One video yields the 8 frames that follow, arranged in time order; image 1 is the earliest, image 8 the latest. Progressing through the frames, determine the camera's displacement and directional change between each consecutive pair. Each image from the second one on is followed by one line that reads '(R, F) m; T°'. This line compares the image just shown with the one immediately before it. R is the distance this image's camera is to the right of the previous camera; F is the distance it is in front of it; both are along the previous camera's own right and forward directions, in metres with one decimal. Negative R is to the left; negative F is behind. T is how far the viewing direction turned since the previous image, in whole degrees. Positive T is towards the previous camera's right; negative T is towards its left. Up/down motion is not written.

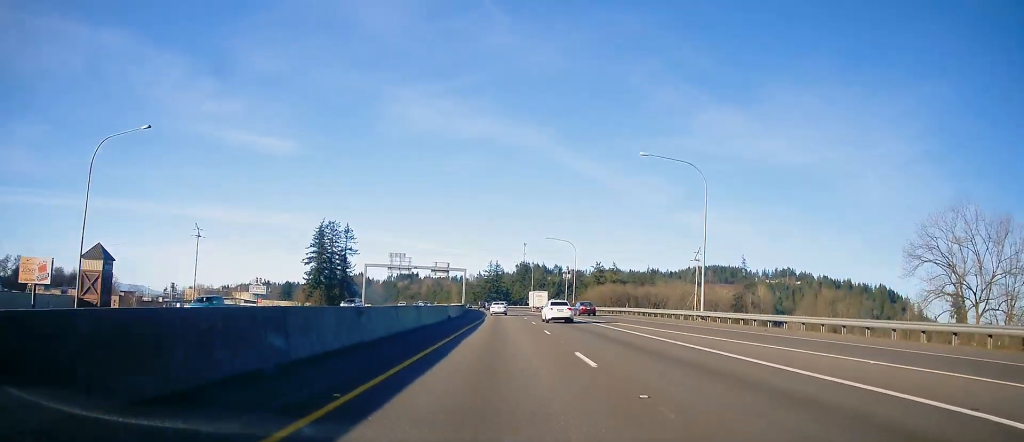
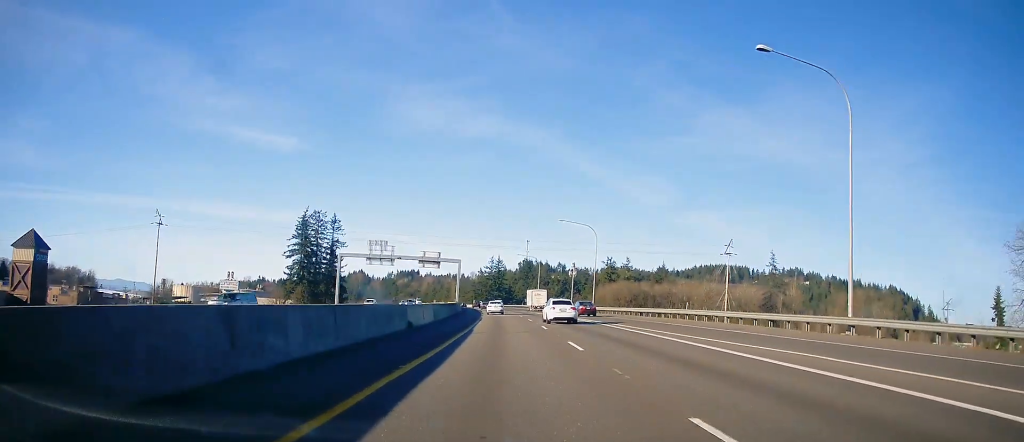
(-0.1, +20.9) m; 0°
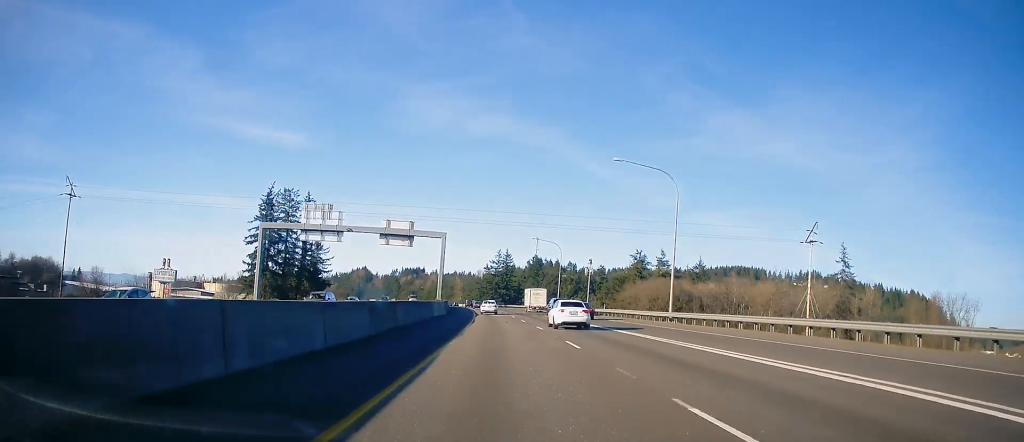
(-0.1, +36.5) m; -1°
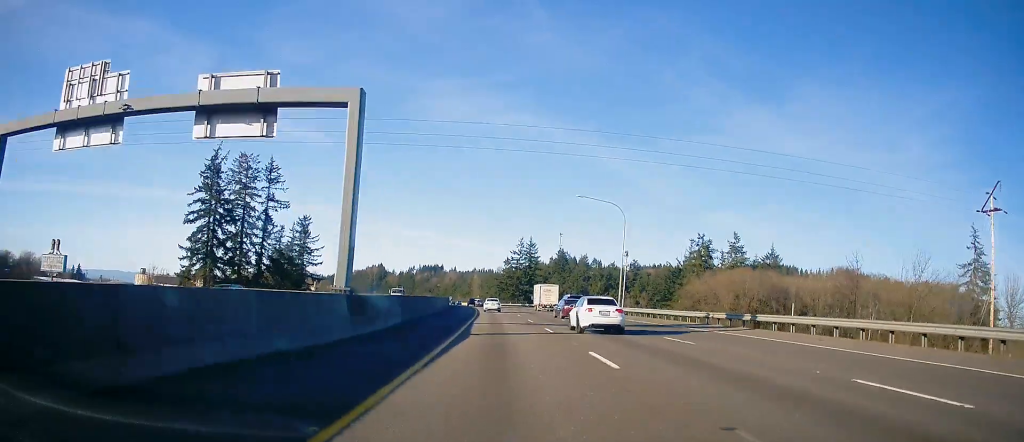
(-0.4, +42.1) m; -2°
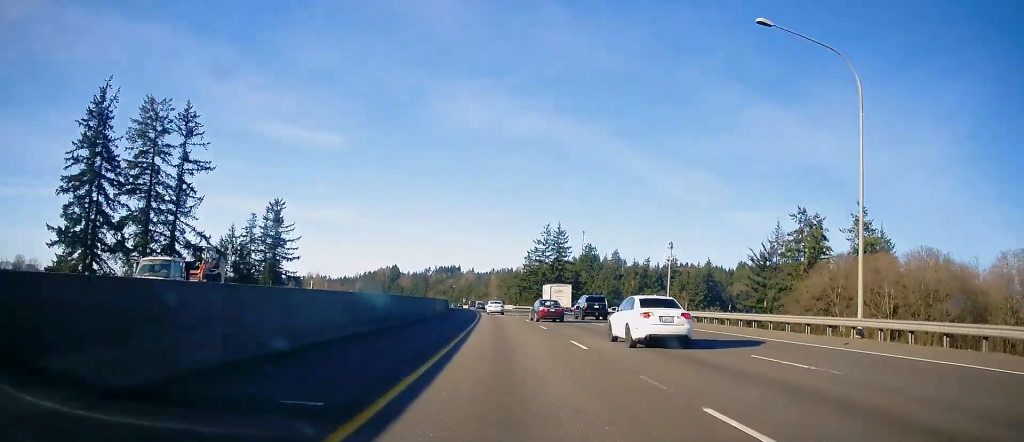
(-1.3, +44.4) m; -2°
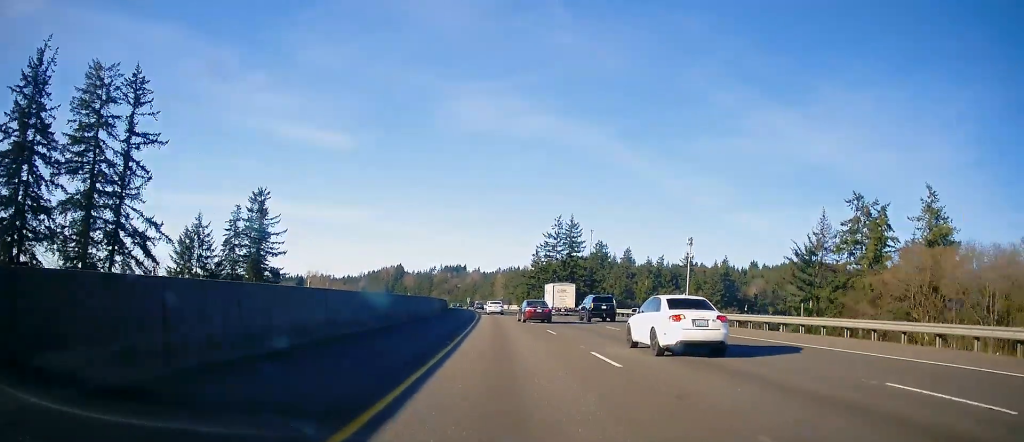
(-0.2, +16.6) m; 0°
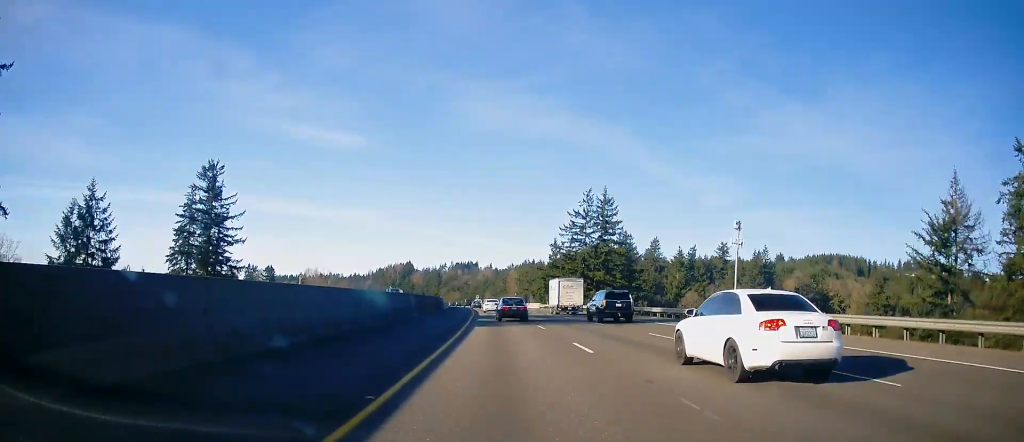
(+0.1, +34.4) m; -1°
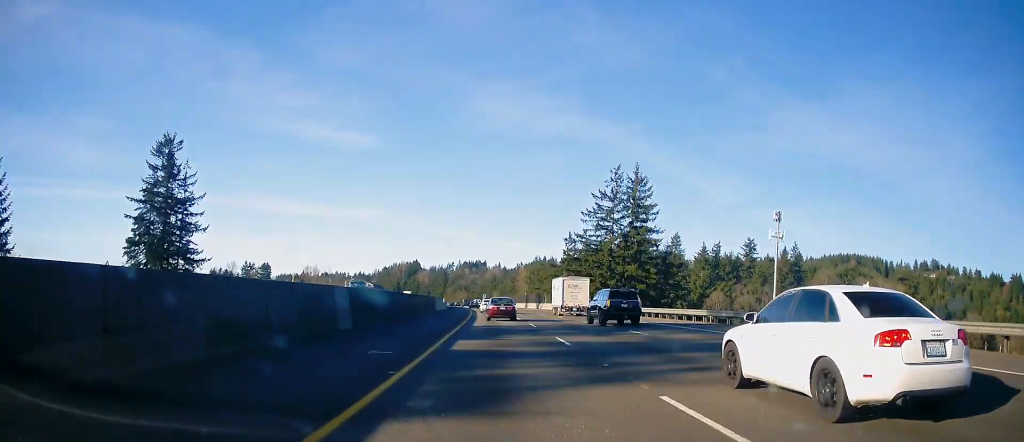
(-0.4, +22.1) m; -2°
